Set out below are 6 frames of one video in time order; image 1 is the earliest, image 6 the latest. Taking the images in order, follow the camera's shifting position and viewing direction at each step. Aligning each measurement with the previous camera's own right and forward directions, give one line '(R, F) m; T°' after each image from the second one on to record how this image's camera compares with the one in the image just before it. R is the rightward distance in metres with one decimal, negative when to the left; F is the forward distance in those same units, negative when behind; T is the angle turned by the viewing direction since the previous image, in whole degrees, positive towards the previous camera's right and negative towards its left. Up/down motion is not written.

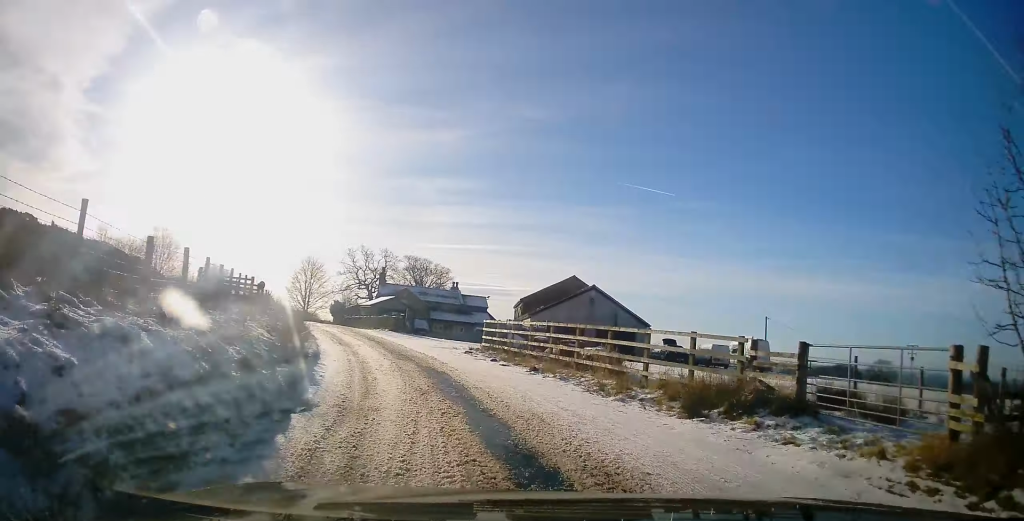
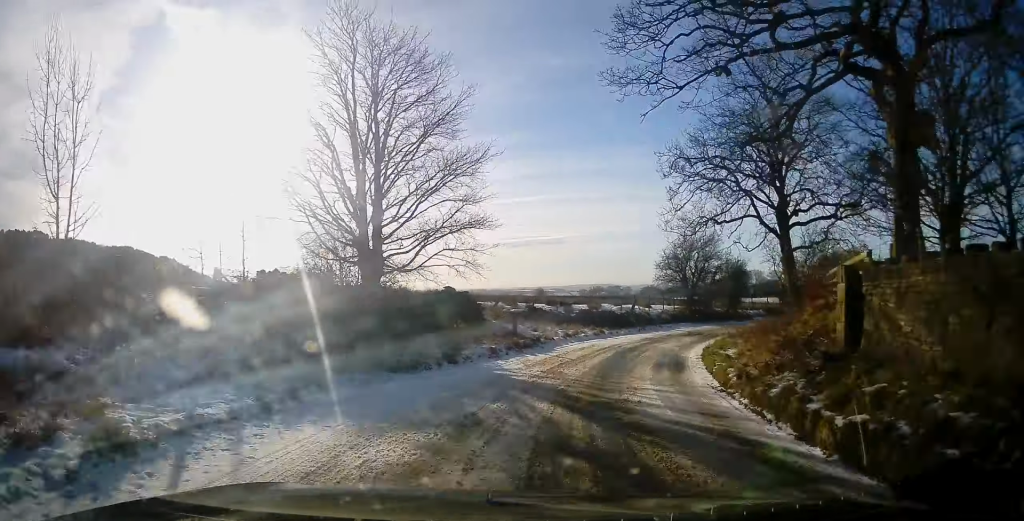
(+2.2, +81.0) m; +24°
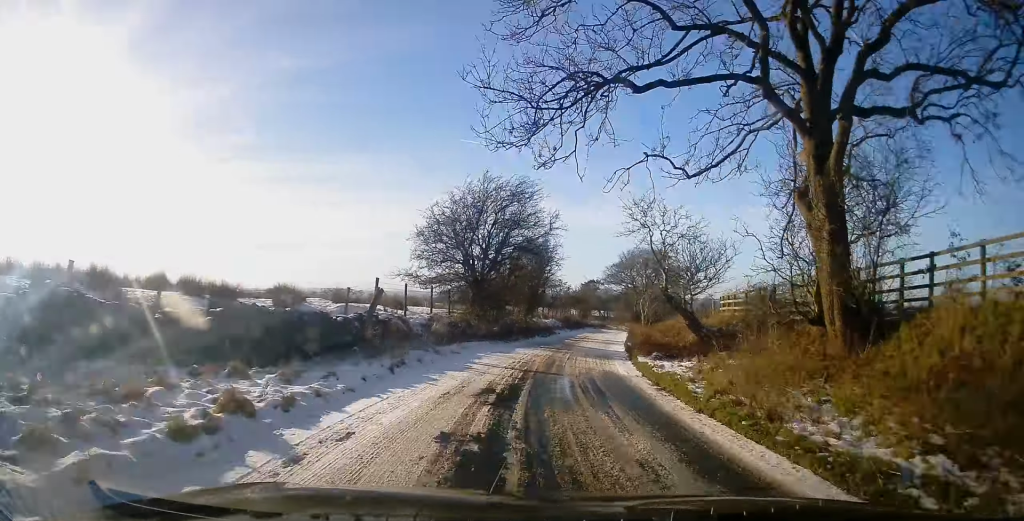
(+3.1, +23.9) m; +14°
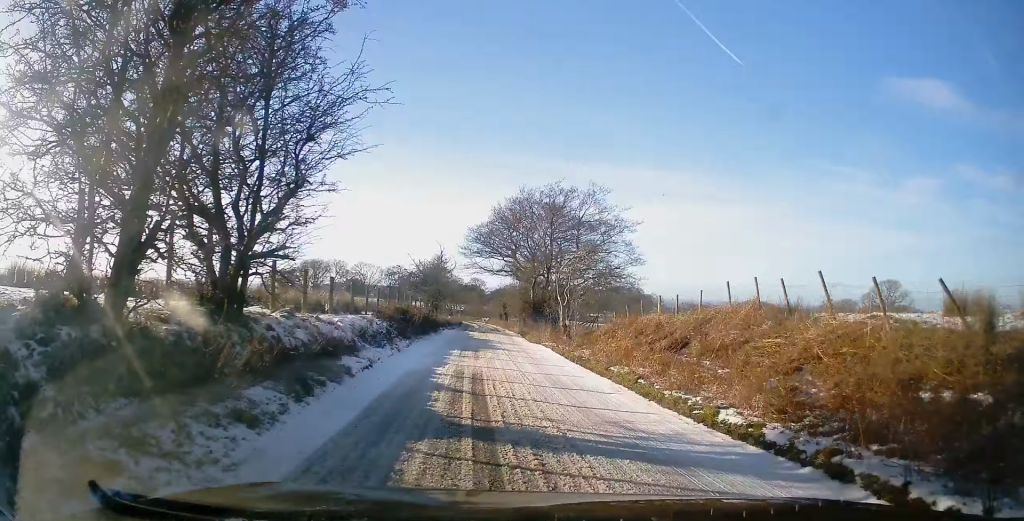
(+4.3, +31.2) m; +6°
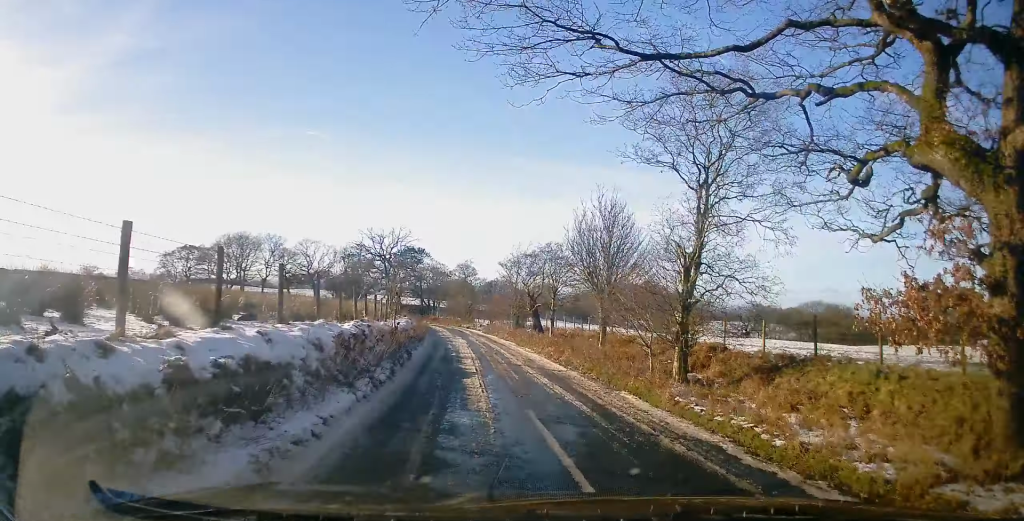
(+1.9, +48.1) m; 0°
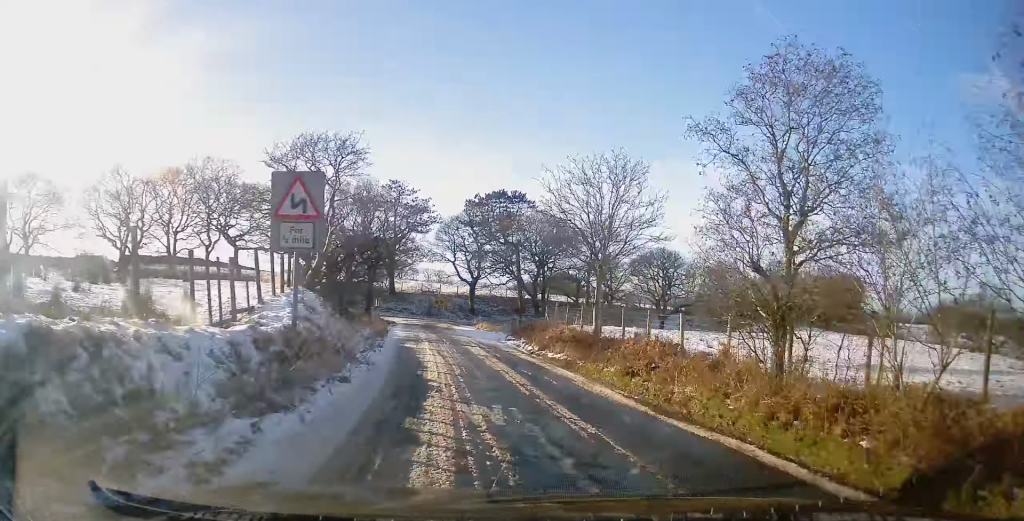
(-3.1, +57.1) m; -6°
